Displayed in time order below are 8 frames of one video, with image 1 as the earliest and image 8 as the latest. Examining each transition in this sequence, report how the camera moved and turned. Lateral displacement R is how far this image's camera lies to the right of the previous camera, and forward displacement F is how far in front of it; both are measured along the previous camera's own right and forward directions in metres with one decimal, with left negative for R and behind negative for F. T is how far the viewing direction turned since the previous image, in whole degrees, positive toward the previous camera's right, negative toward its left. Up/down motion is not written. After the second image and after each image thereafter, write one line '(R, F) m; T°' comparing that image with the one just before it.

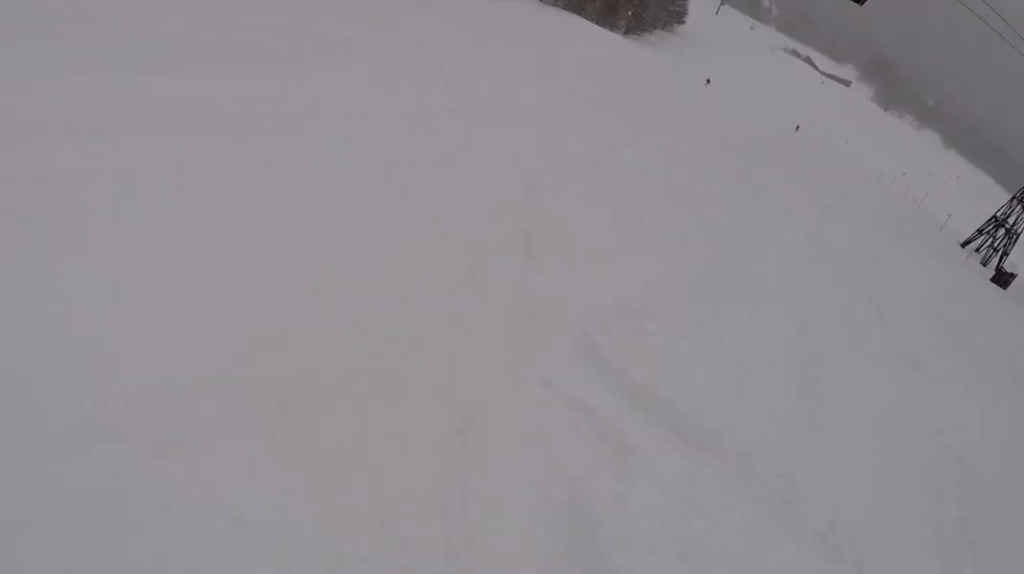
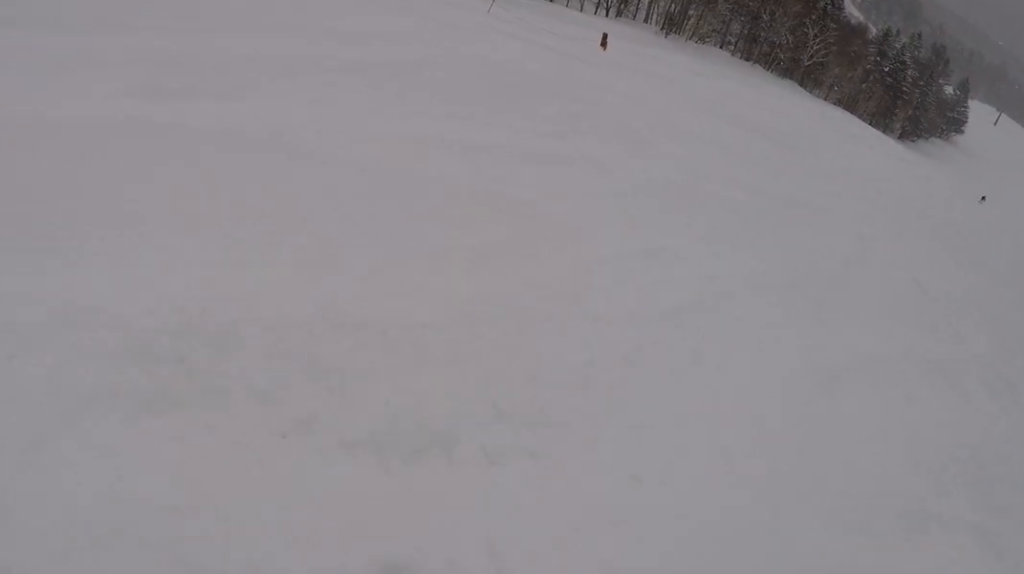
(-1.9, +9.1) m; -11°
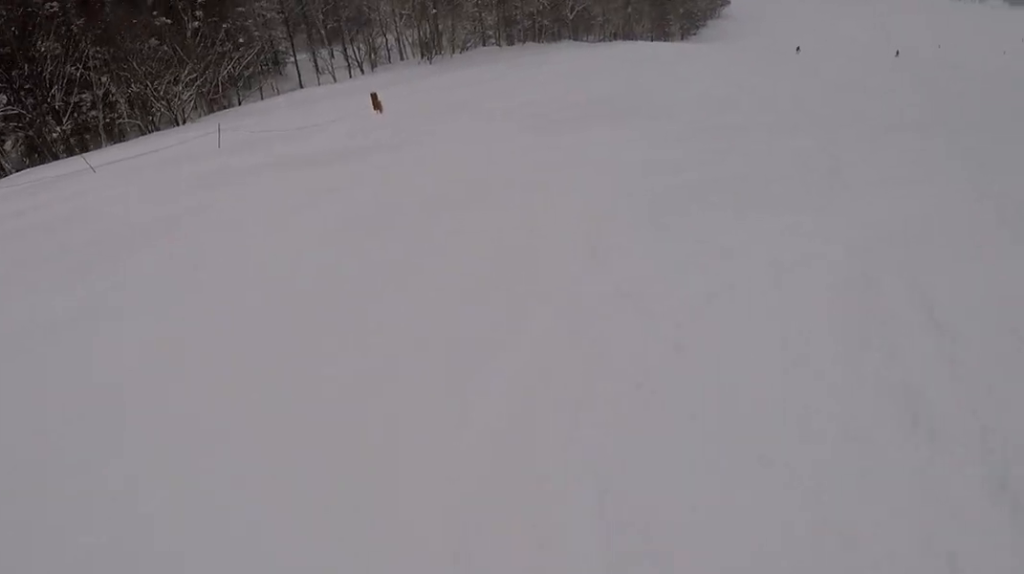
(+0.2, +9.7) m; +9°
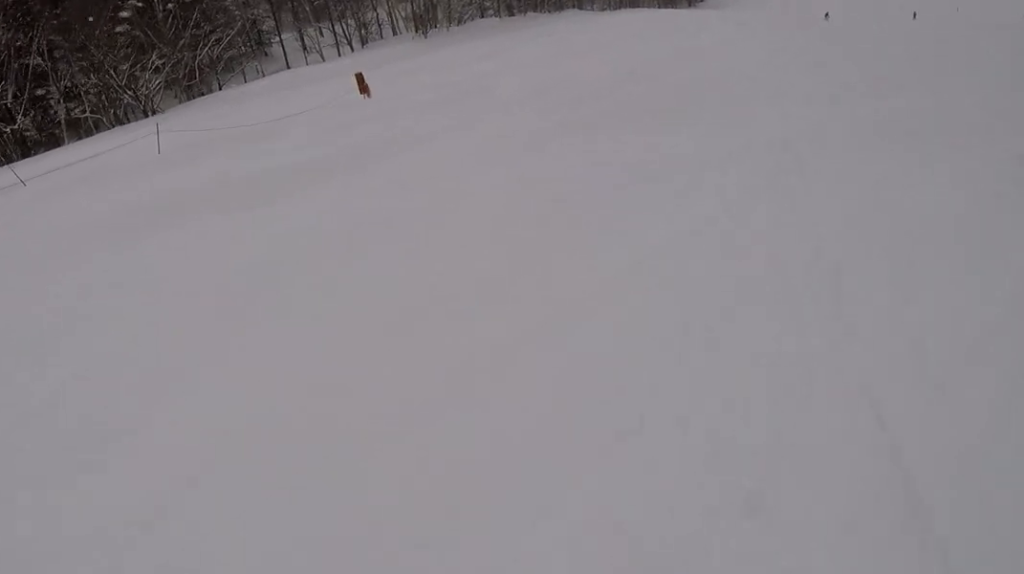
(0.0, +5.2) m; +10°
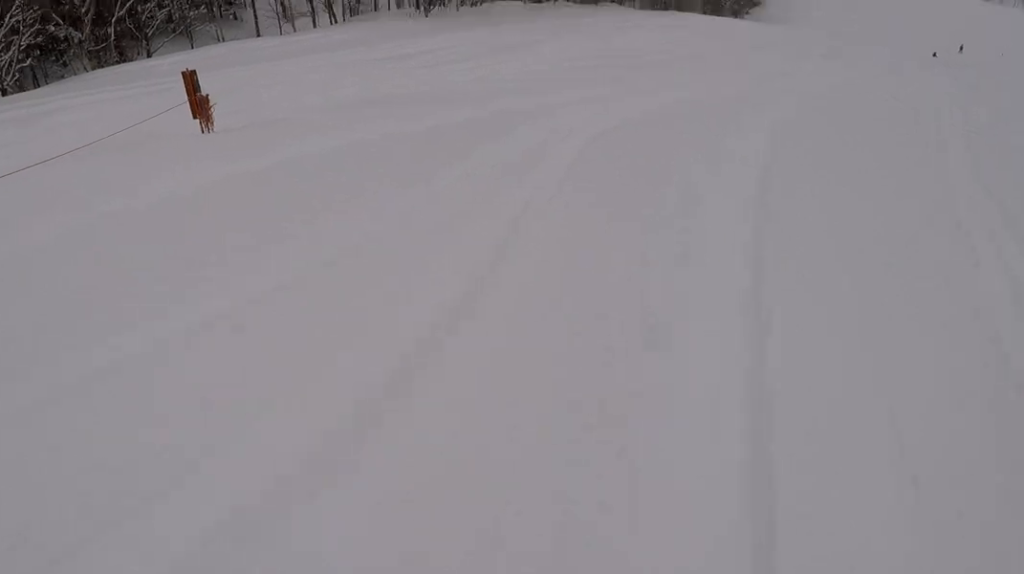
(+3.0, +13.8) m; +18°
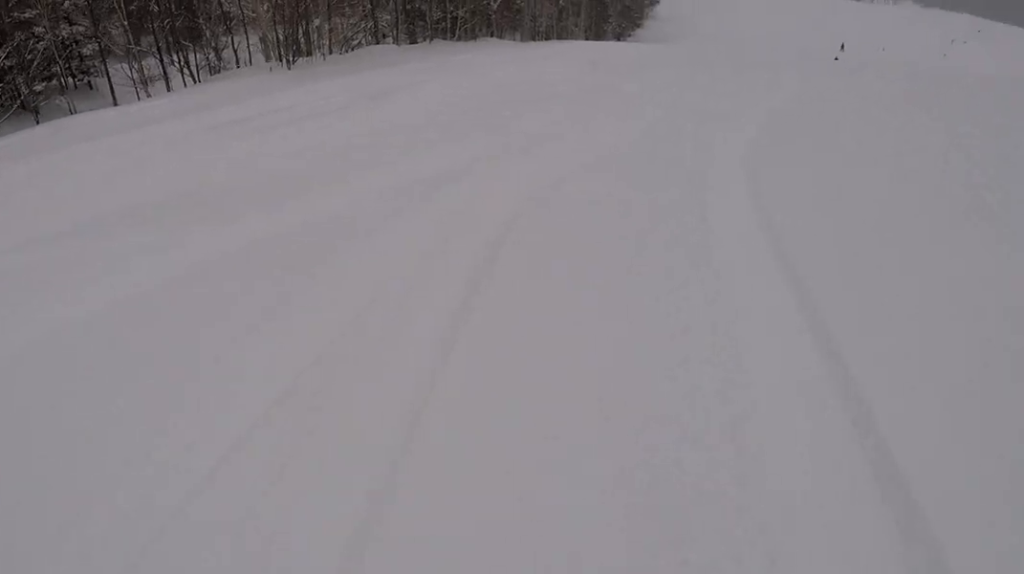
(-0.3, +4.5) m; +4°
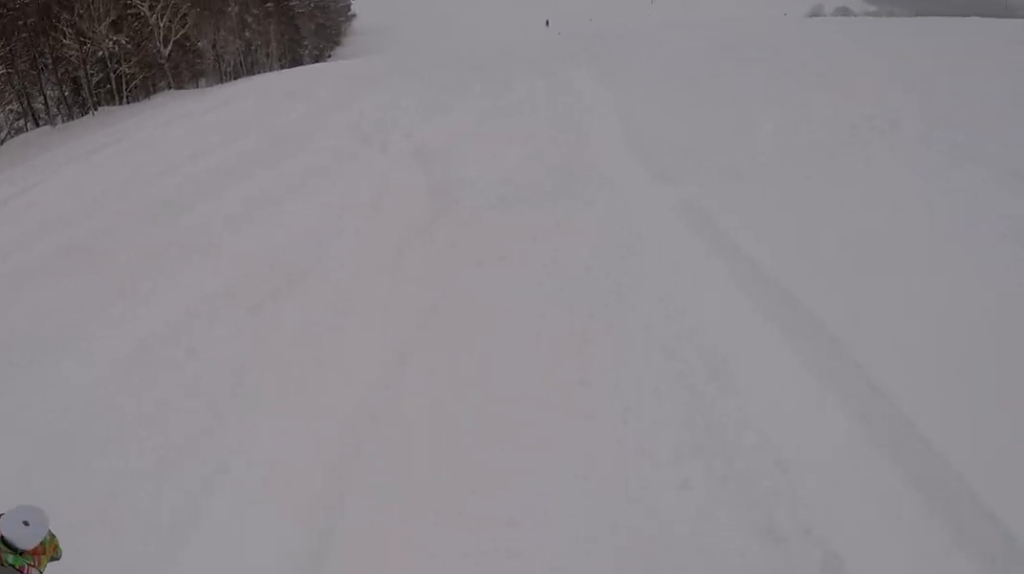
(+1.1, +8.4) m; +2°
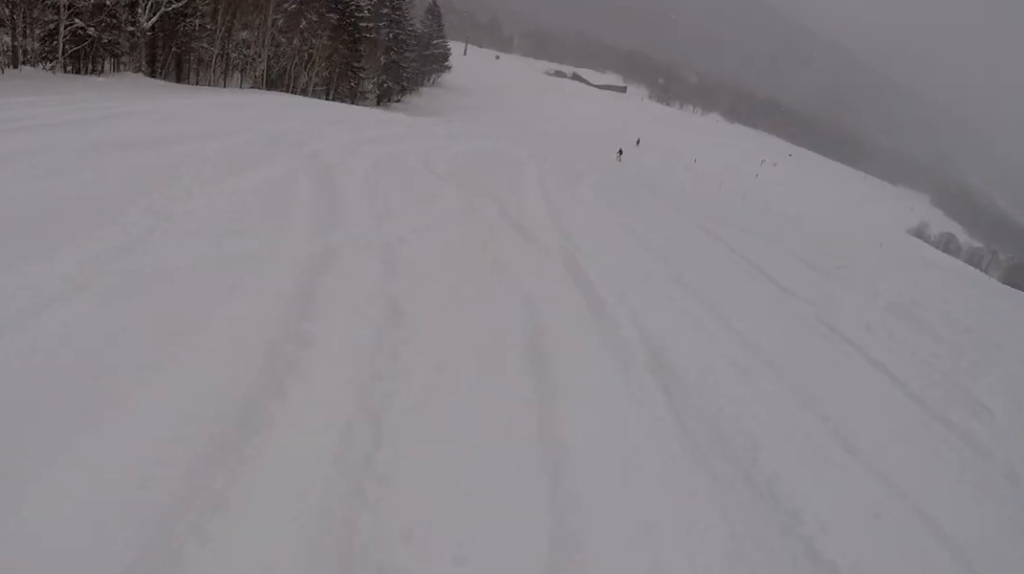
(-0.4, +17.3) m; -2°
